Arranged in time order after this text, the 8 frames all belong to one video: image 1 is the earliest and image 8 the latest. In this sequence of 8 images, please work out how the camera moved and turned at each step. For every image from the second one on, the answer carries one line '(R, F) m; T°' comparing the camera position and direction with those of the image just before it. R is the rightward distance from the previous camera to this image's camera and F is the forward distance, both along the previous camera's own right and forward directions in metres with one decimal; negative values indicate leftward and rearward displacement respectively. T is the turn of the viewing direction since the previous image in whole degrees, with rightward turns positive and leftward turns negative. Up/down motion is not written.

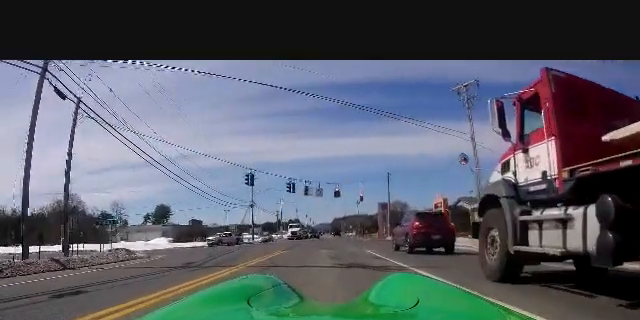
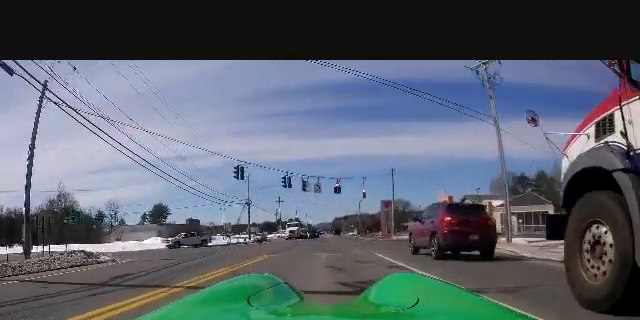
(-0.3, +3.5) m; -5°
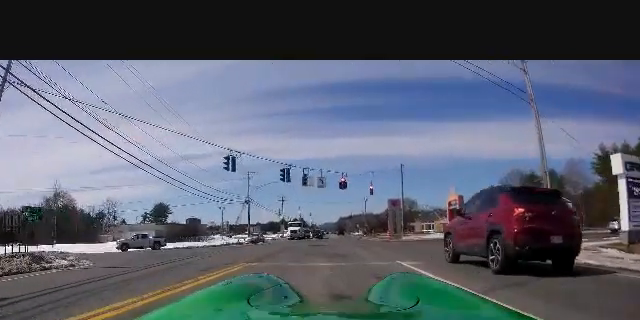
(-0.2, +3.7) m; -3°
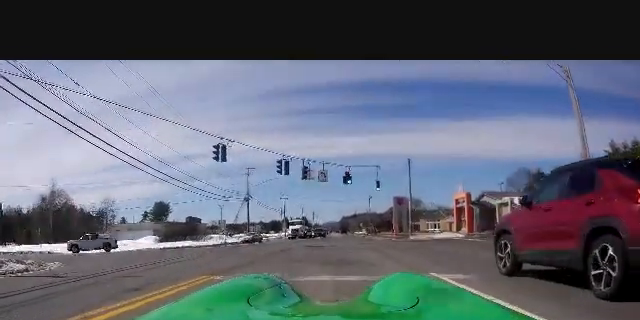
(-0.2, +3.1) m; 0°
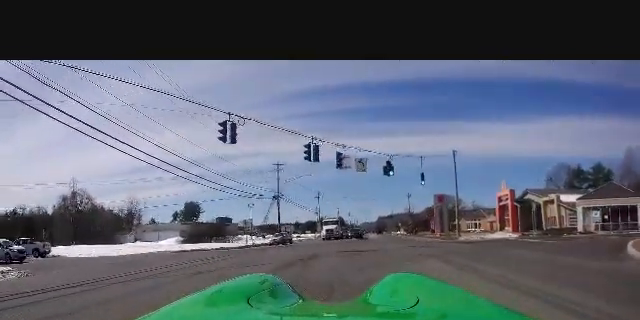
(+0.3, +5.2) m; +2°
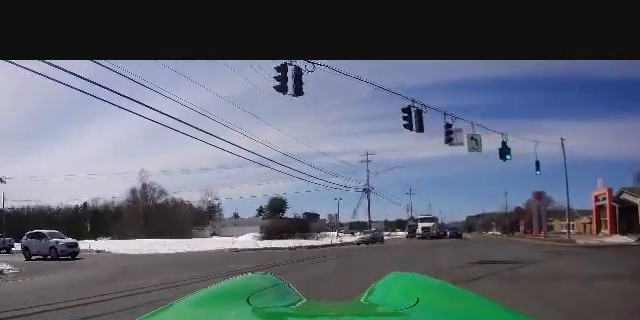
(-0.4, +5.5) m; -9°
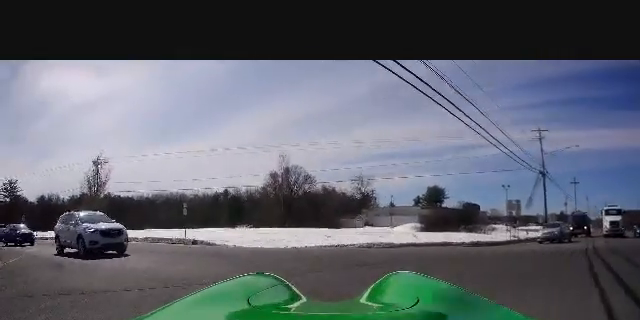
(-1.5, +8.0) m; -24°
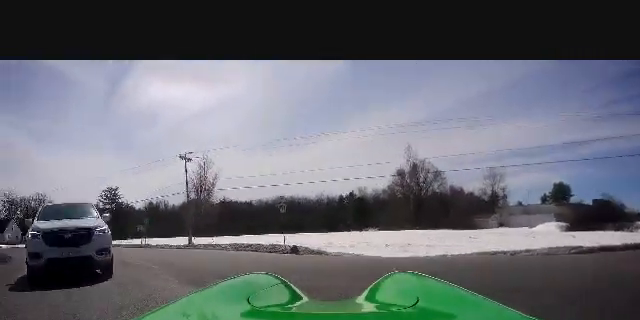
(-1.1, +6.7) m; -22°
